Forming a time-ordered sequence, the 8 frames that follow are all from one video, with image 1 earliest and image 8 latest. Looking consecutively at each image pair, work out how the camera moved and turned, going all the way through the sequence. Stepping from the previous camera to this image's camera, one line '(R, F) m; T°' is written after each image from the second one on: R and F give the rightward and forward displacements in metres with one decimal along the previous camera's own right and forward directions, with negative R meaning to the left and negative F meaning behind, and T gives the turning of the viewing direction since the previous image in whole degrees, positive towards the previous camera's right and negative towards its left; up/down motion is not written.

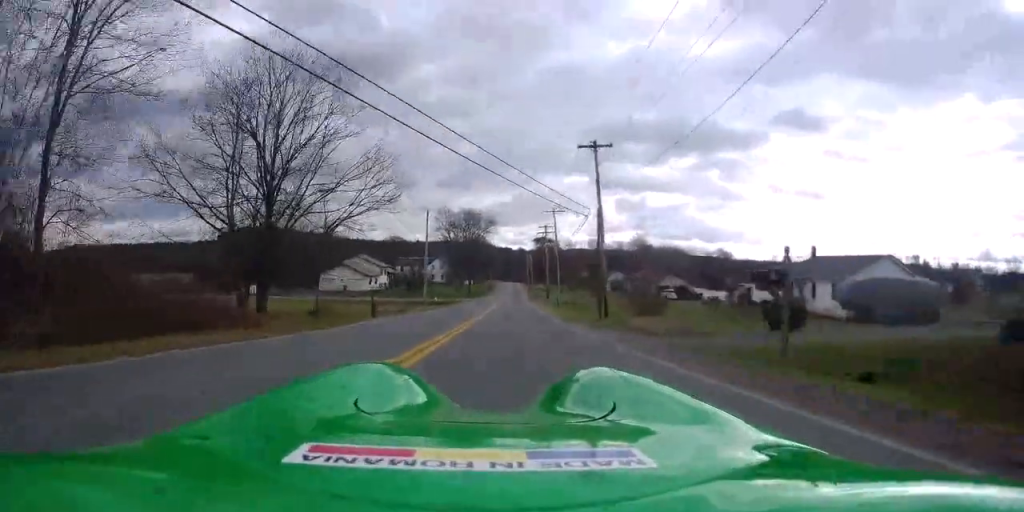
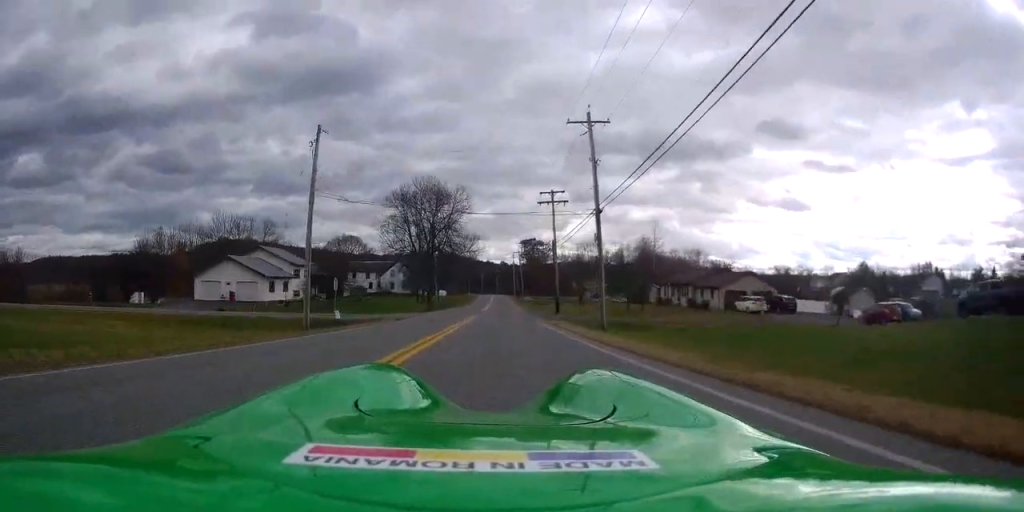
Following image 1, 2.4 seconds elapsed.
(+1.0, +38.9) m; +3°
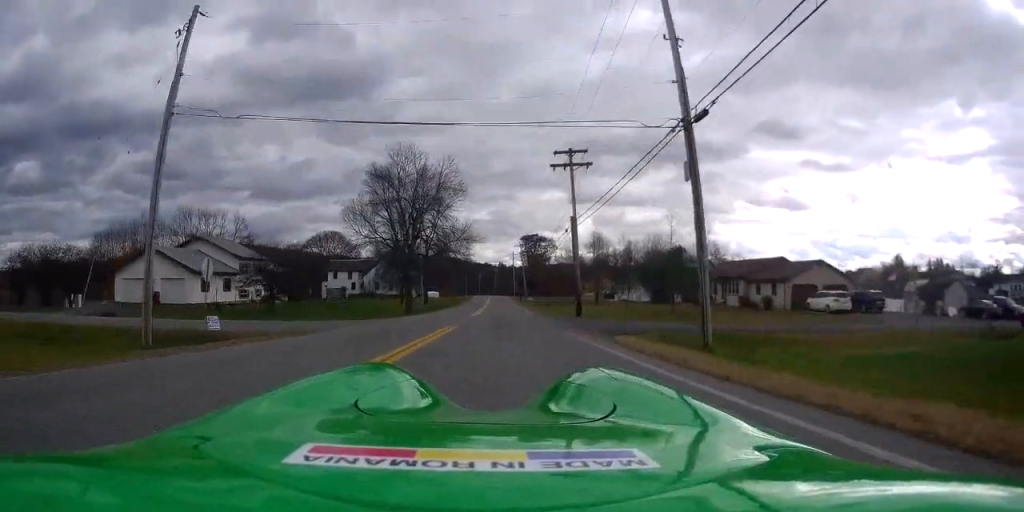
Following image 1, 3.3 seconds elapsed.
(+0.2, +16.3) m; 0°
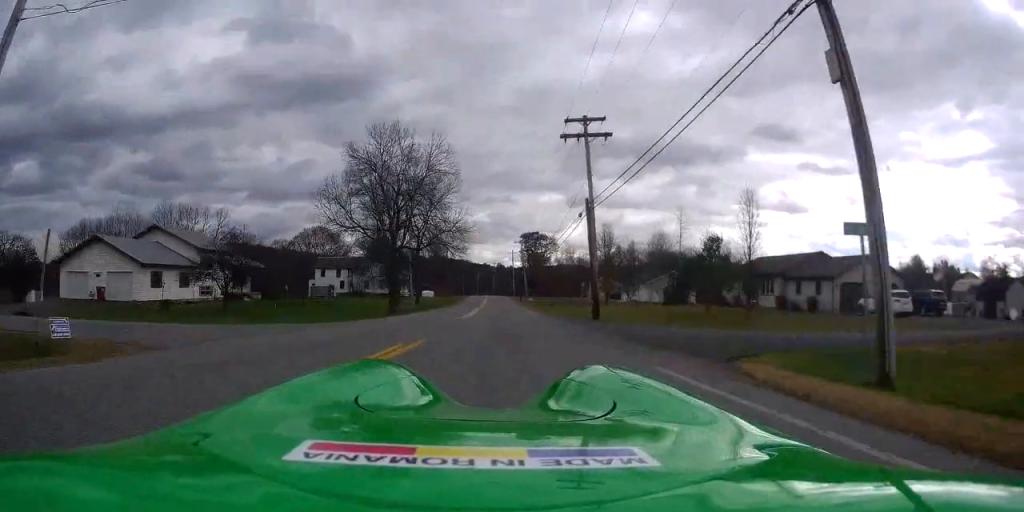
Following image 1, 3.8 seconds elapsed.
(0.0, +7.8) m; 0°
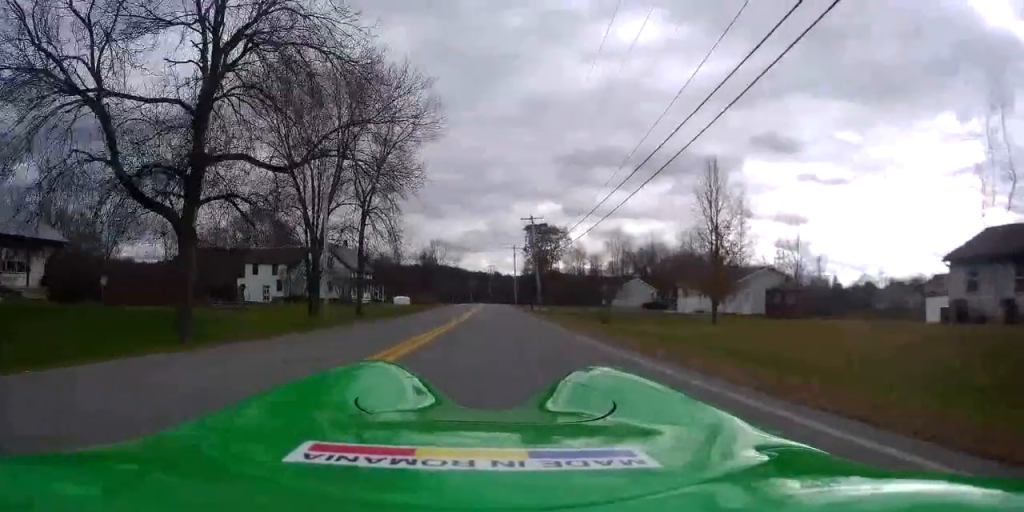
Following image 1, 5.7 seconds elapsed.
(-0.4, +33.7) m; 0°
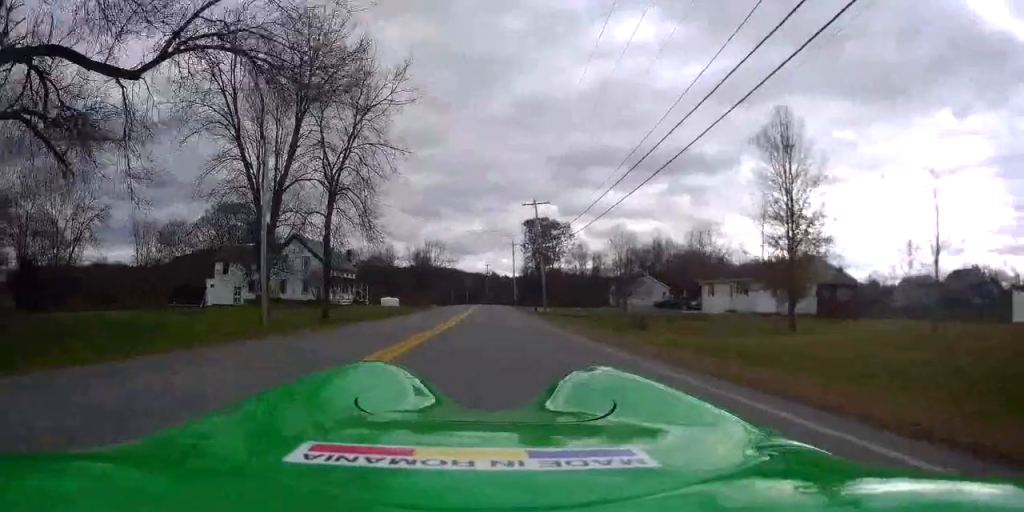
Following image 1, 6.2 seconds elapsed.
(+0.1, +9.6) m; +1°
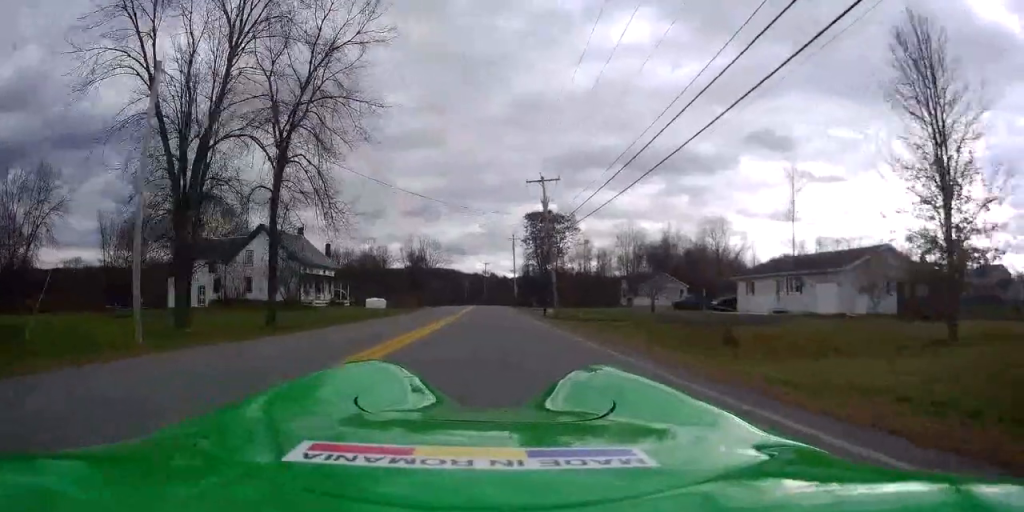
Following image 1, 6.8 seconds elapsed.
(0.0, +10.3) m; +1°
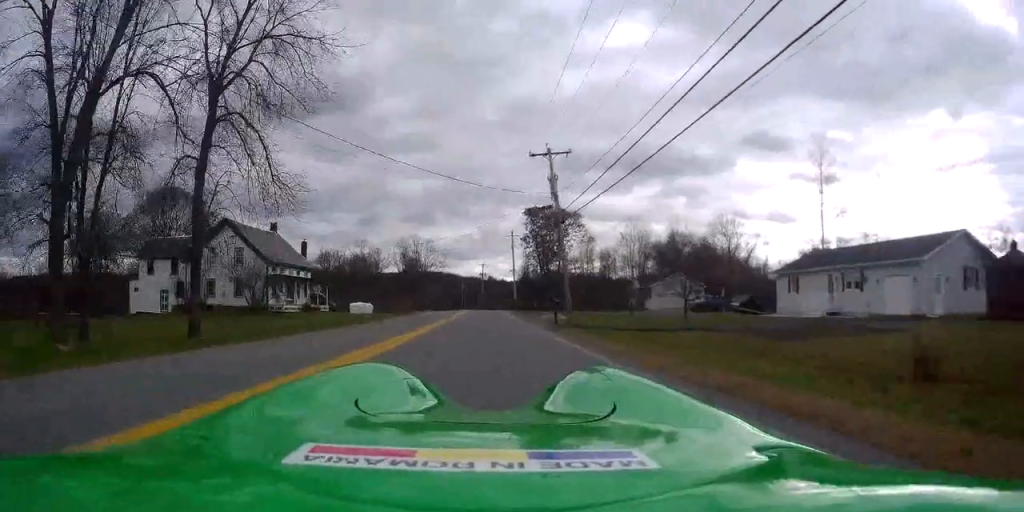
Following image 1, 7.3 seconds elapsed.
(+0.1, +8.1) m; 0°
